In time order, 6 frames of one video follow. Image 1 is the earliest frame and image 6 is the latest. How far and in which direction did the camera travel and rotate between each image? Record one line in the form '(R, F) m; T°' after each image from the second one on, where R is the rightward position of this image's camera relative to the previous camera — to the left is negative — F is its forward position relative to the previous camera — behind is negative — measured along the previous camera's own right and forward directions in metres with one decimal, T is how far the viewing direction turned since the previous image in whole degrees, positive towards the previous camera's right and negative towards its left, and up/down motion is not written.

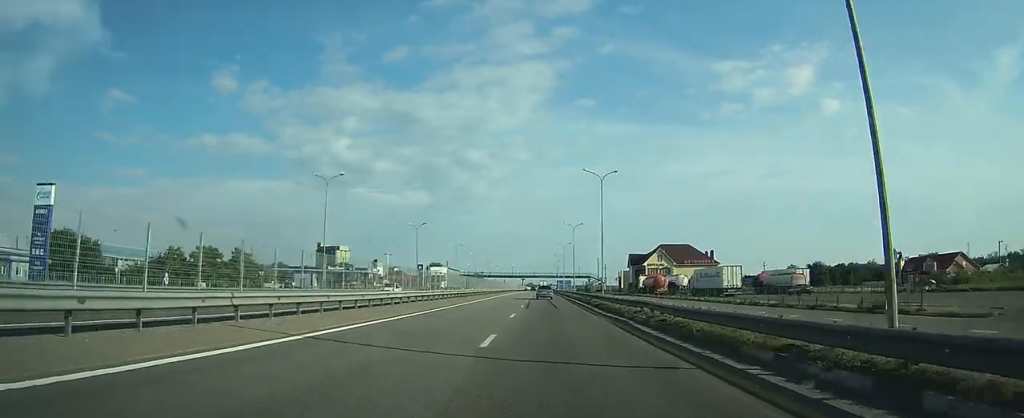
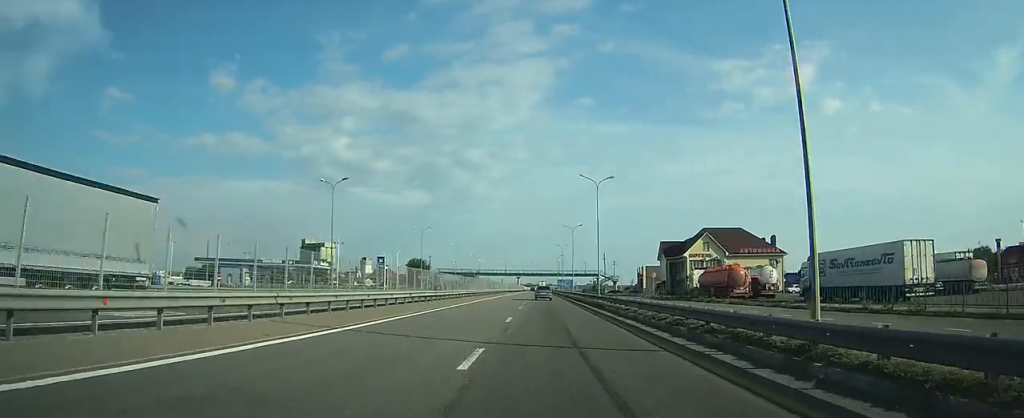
(-0.2, +39.3) m; 0°
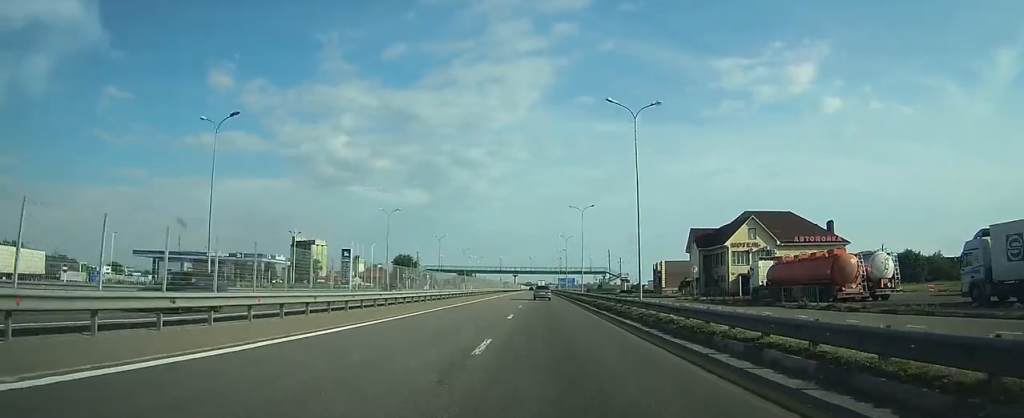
(0.0, +22.0) m; 0°
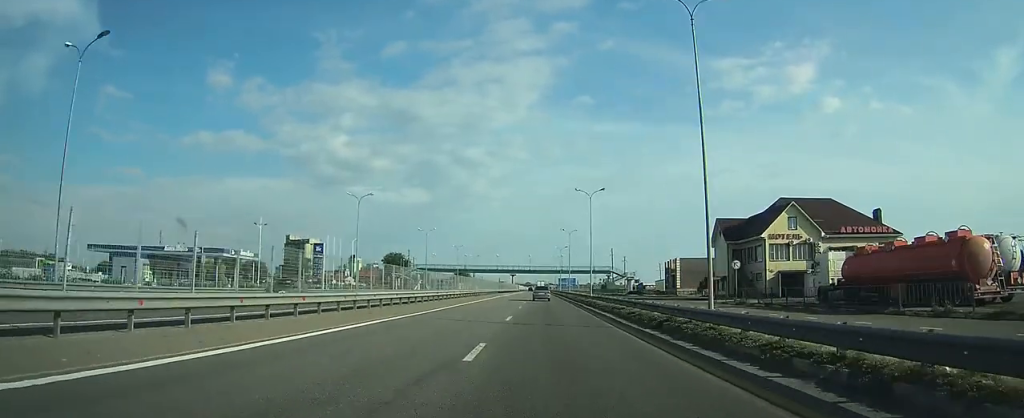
(0.0, +12.9) m; 0°
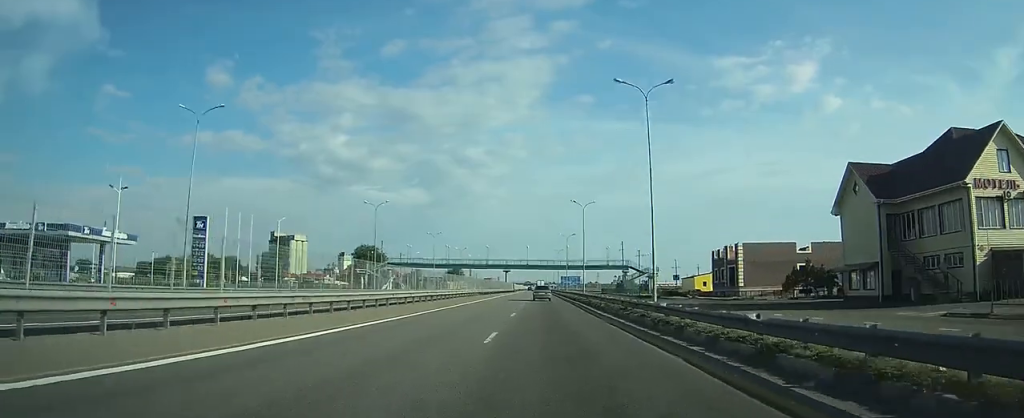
(-0.2, +32.8) m; 0°
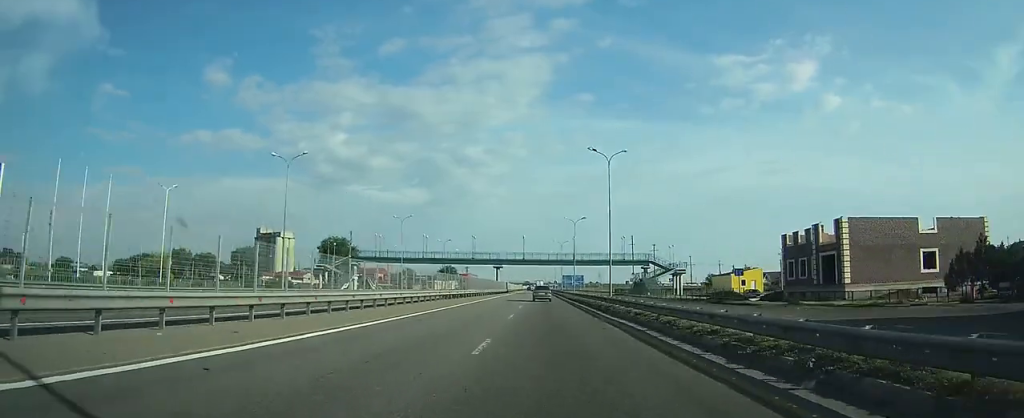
(+0.2, +26.0) m; +1°
